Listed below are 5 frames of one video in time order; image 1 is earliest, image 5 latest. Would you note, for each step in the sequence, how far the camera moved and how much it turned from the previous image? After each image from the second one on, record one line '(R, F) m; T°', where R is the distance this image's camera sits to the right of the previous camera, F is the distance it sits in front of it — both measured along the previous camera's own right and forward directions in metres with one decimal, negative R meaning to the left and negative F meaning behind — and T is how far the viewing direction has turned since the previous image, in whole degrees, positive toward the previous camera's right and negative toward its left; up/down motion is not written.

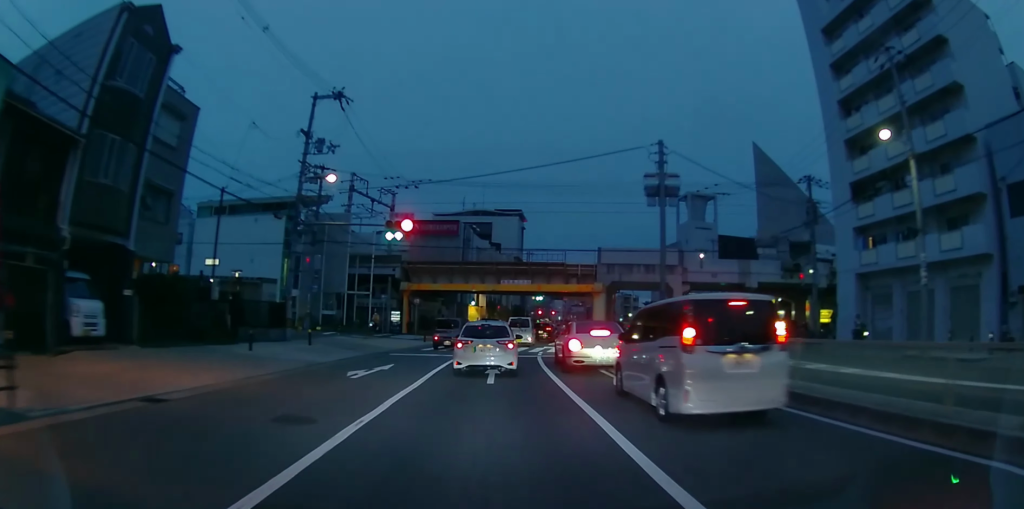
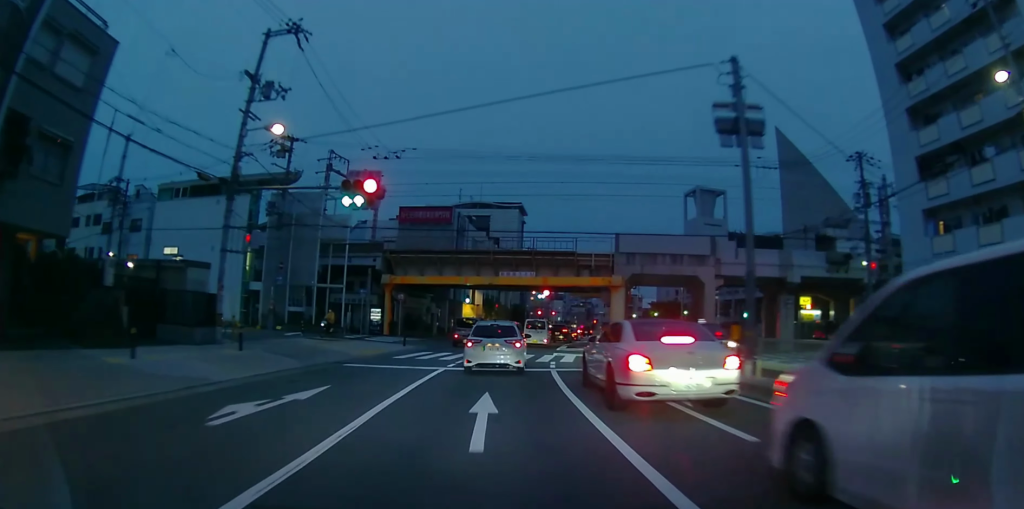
(+0.1, +6.5) m; +4°
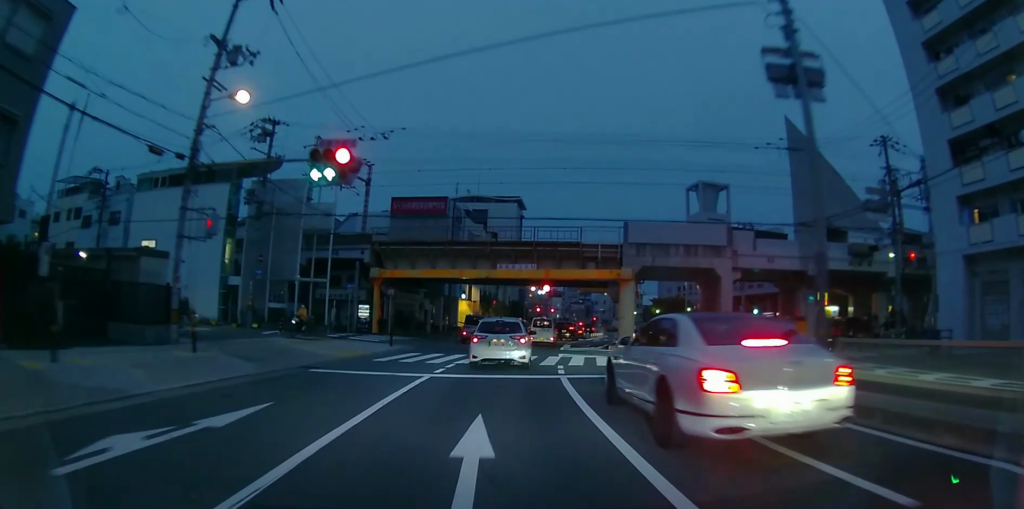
(0.0, +2.8) m; +2°
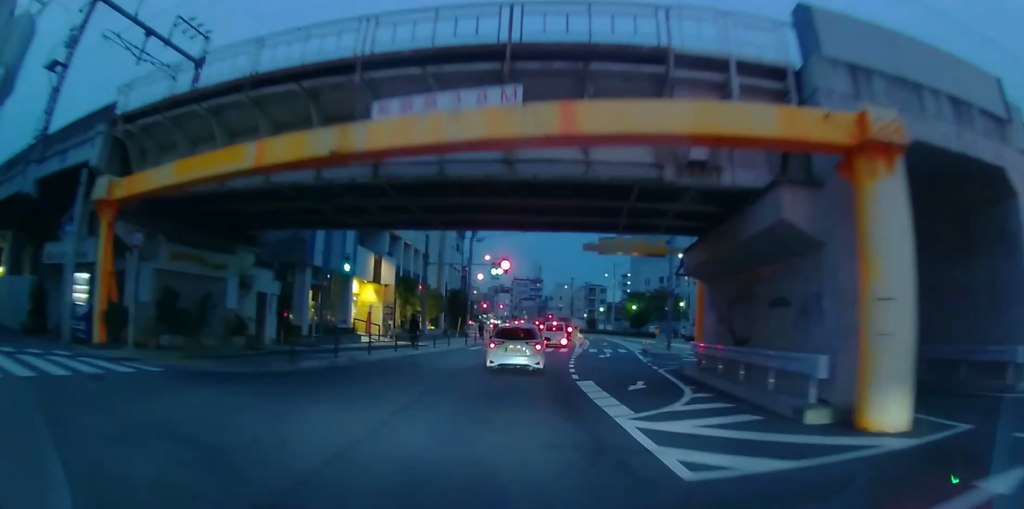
(+0.7, +23.2) m; +2°
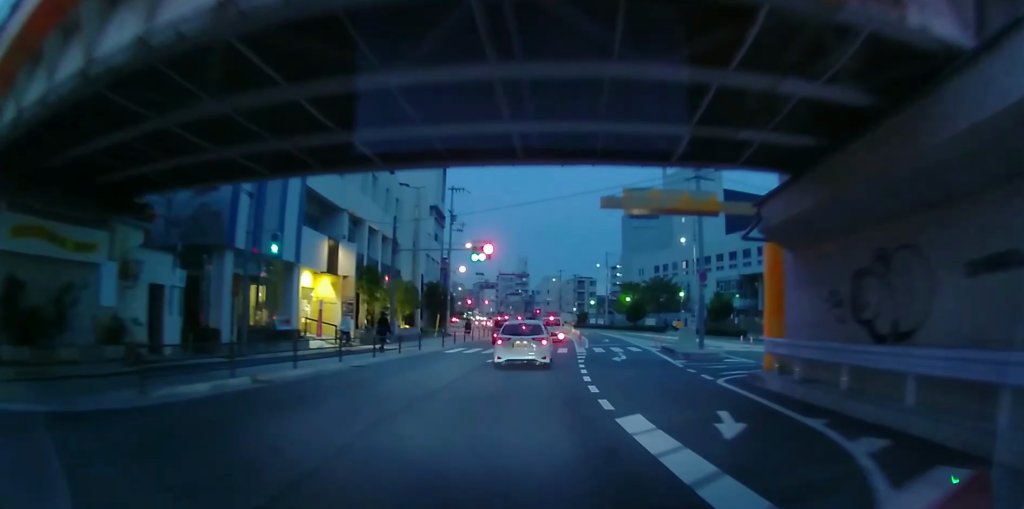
(0.0, +6.5) m; 0°
